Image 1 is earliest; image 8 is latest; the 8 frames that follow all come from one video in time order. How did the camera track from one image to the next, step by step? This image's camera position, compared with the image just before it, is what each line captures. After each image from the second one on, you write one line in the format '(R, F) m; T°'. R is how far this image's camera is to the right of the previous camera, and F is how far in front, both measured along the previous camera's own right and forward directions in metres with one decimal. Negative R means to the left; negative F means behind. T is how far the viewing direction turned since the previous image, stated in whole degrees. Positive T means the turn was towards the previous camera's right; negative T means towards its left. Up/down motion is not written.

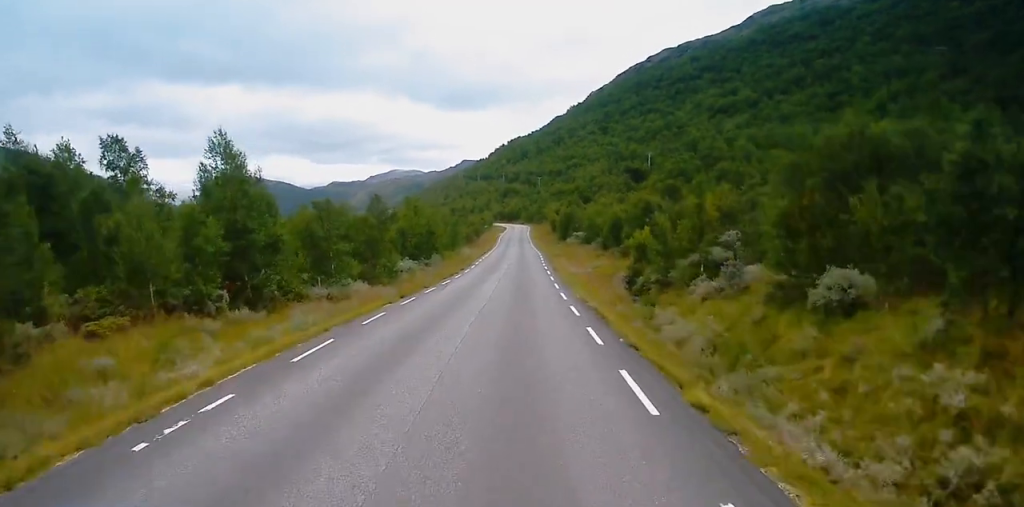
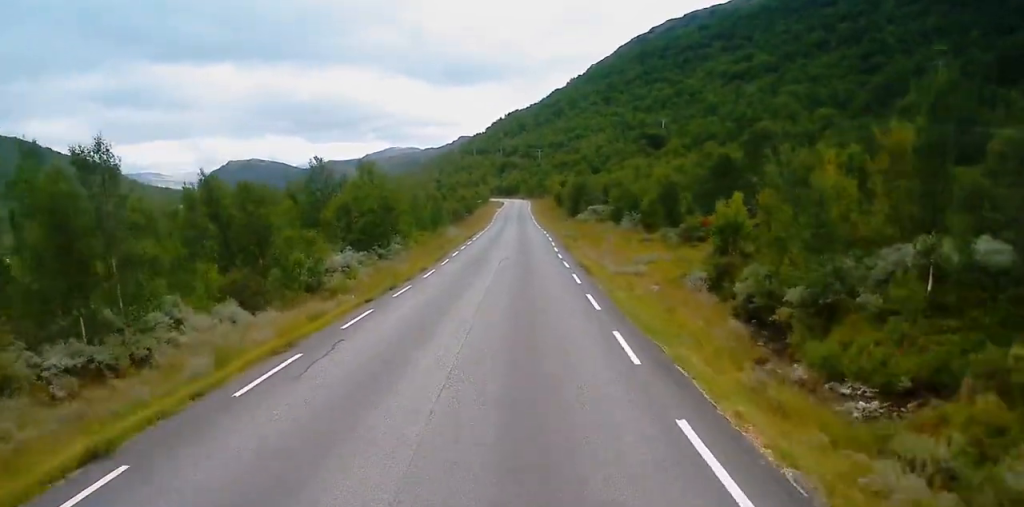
(+0.3, +22.0) m; +1°
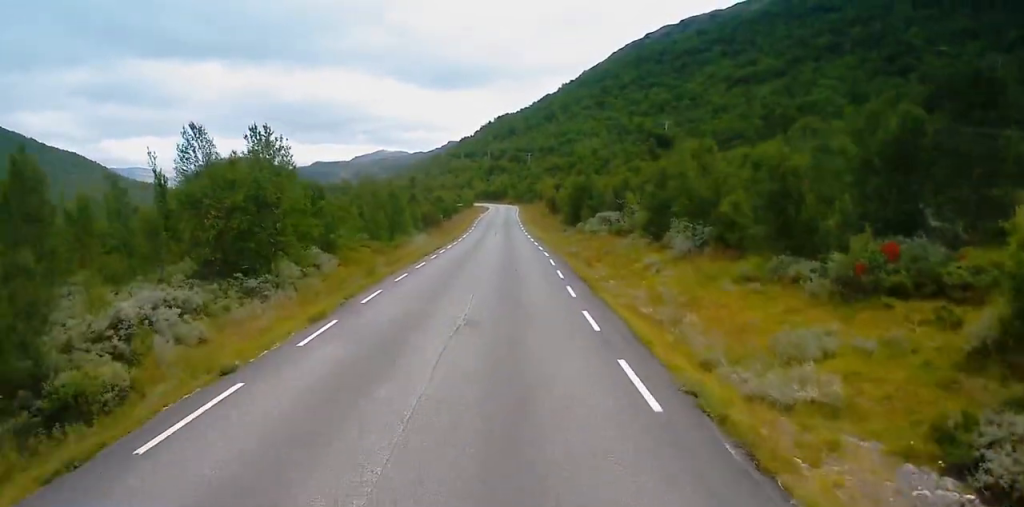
(-0.2, +20.9) m; +1°
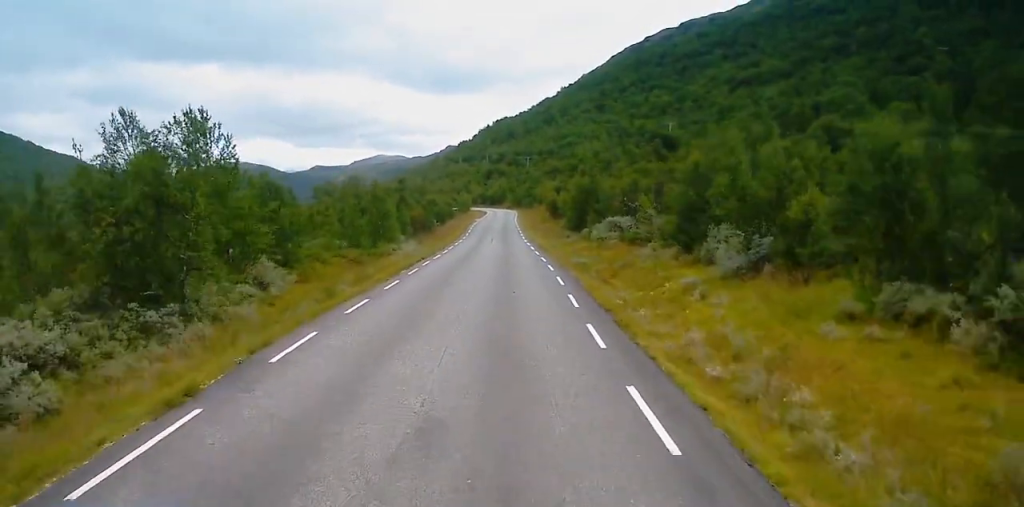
(+0.3, +7.2) m; 0°
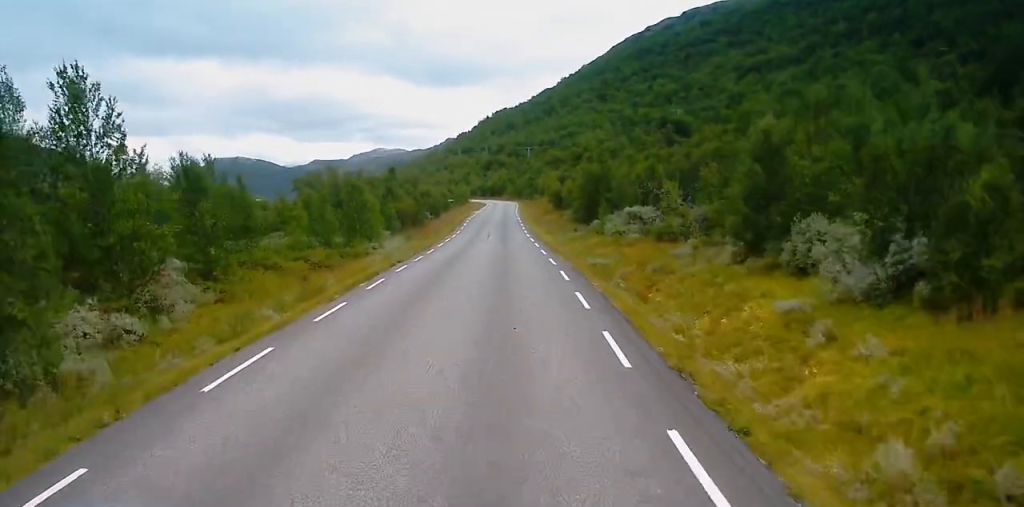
(0.0, +8.6) m; -1°
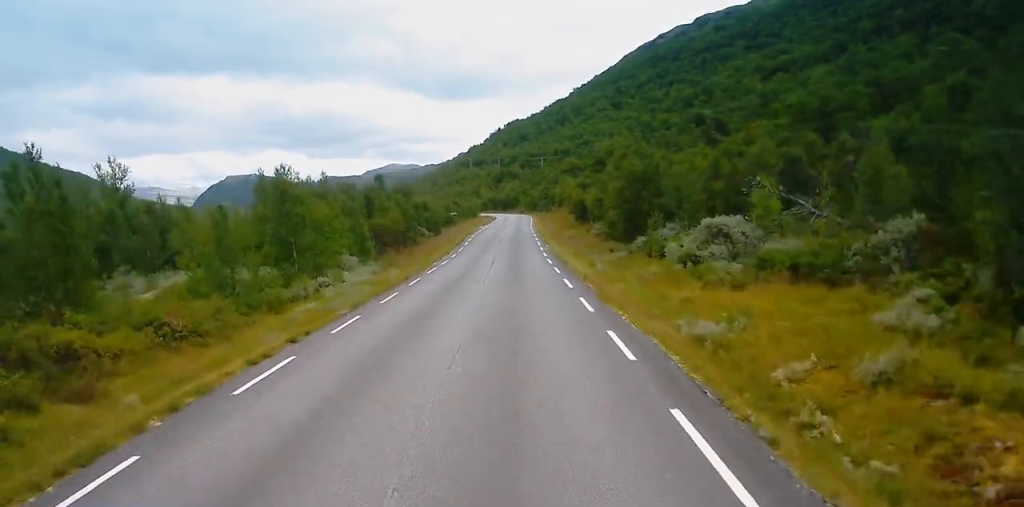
(-0.5, +17.0) m; -2°
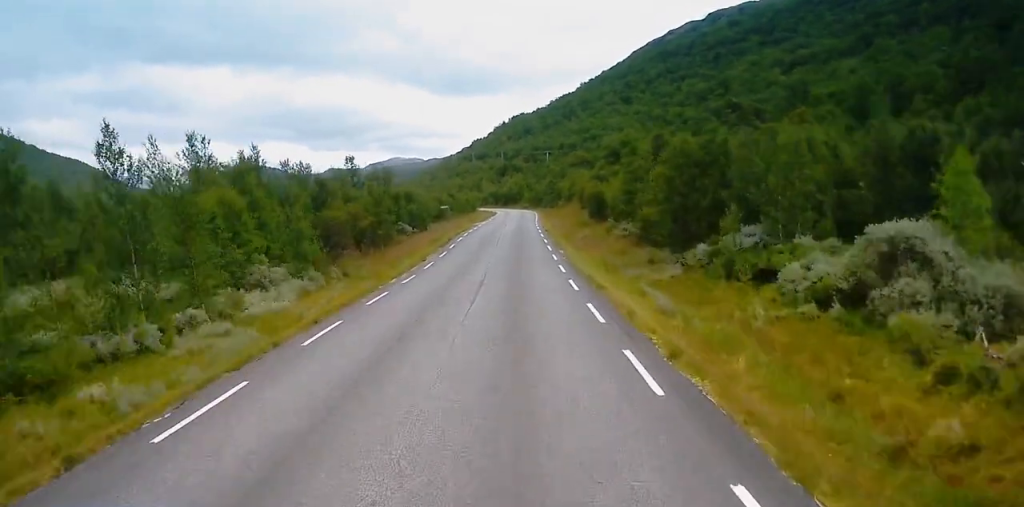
(-0.1, +14.5) m; +1°
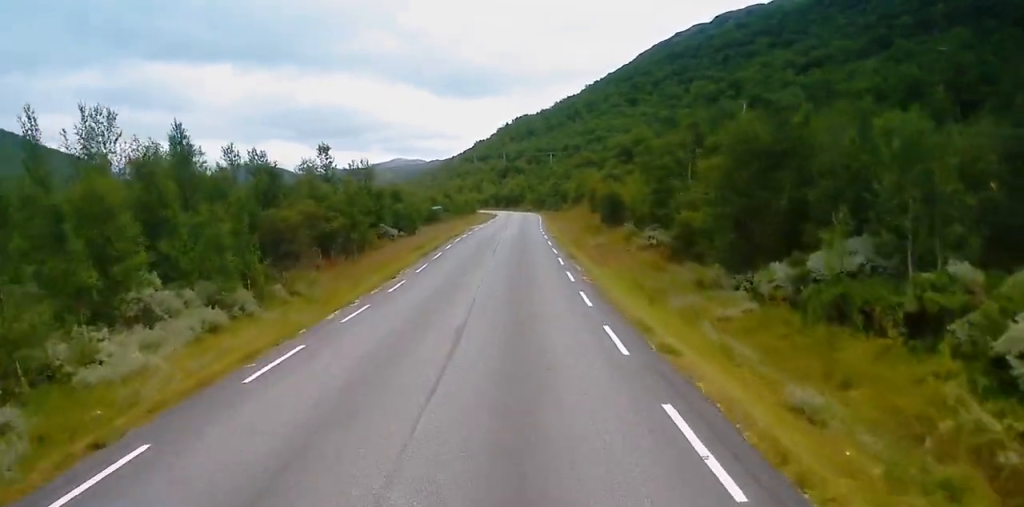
(+0.1, +9.2) m; +2°
